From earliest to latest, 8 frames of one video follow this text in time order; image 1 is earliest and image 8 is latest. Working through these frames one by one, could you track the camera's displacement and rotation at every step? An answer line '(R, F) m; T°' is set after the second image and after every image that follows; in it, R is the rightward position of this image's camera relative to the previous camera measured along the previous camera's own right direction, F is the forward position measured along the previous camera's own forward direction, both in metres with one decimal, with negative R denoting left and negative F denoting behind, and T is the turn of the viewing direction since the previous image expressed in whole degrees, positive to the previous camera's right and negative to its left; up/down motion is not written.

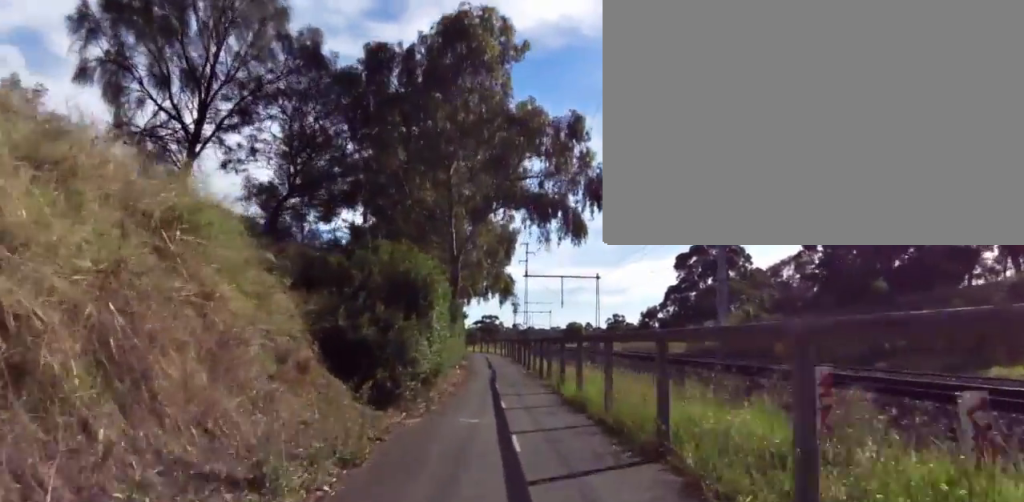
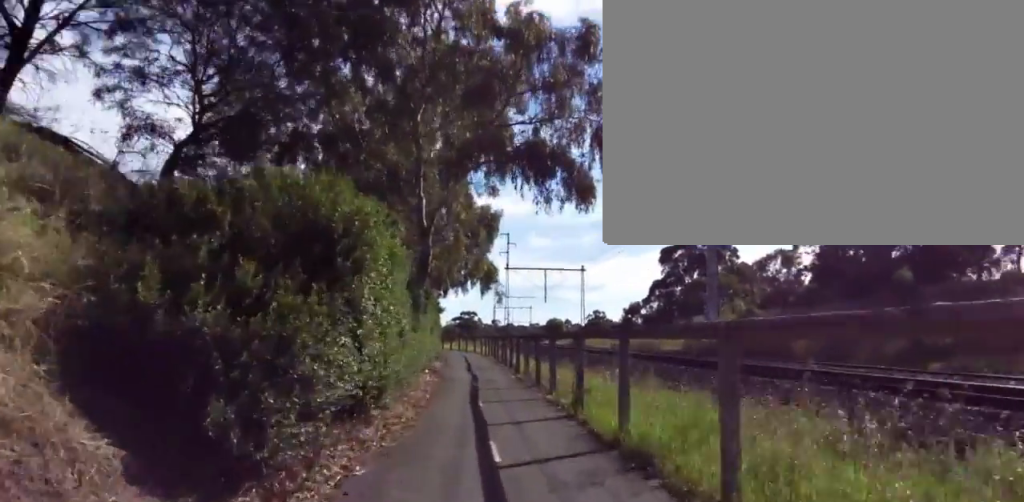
(-1.1, +3.9) m; -8°
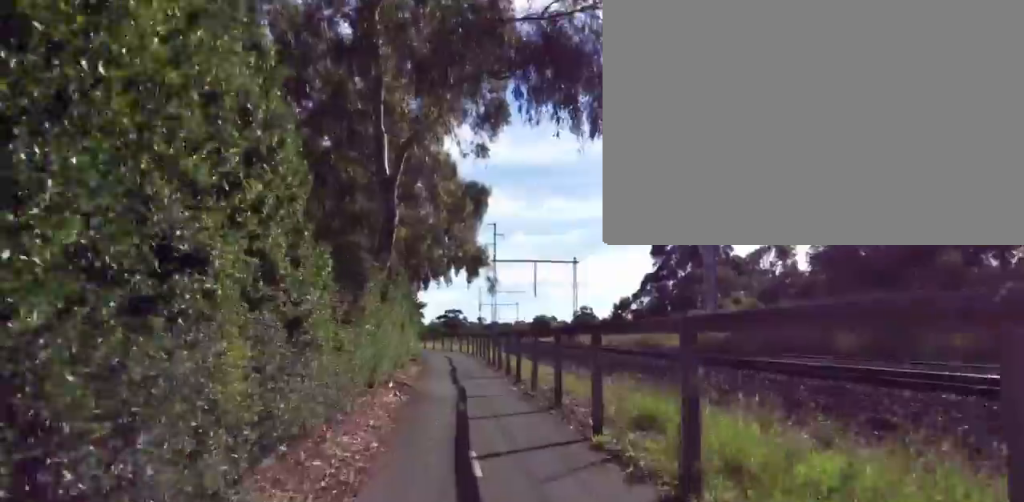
(-0.2, +4.1) m; +4°
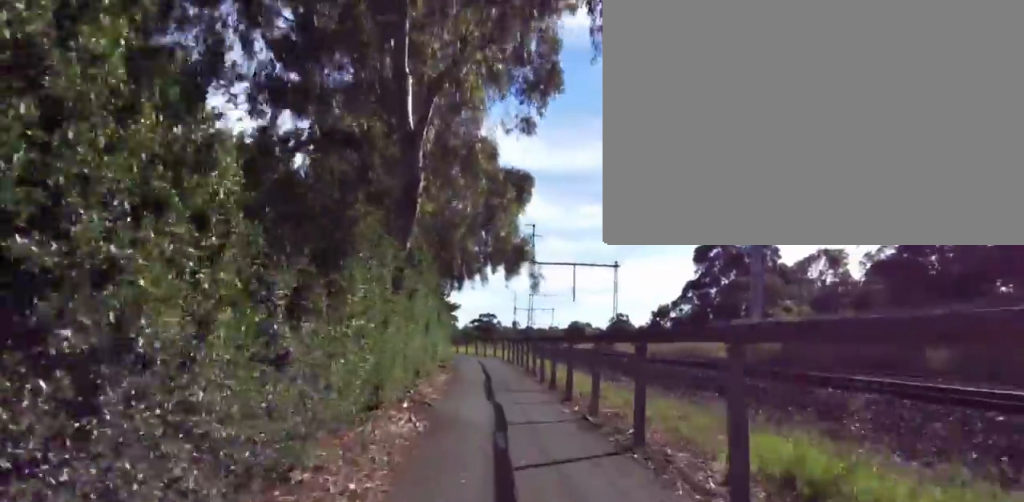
(-0.1, +2.3) m; +7°
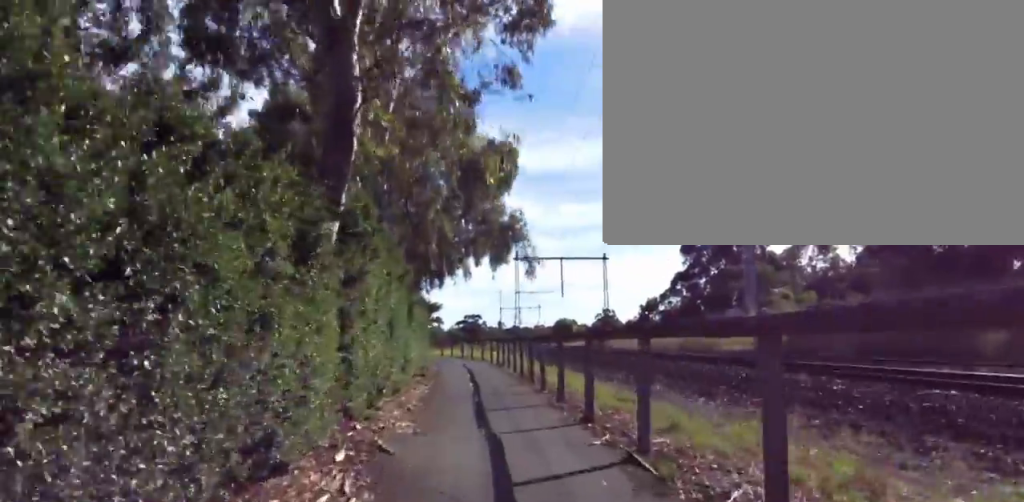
(+0.4, +2.8) m; -1°
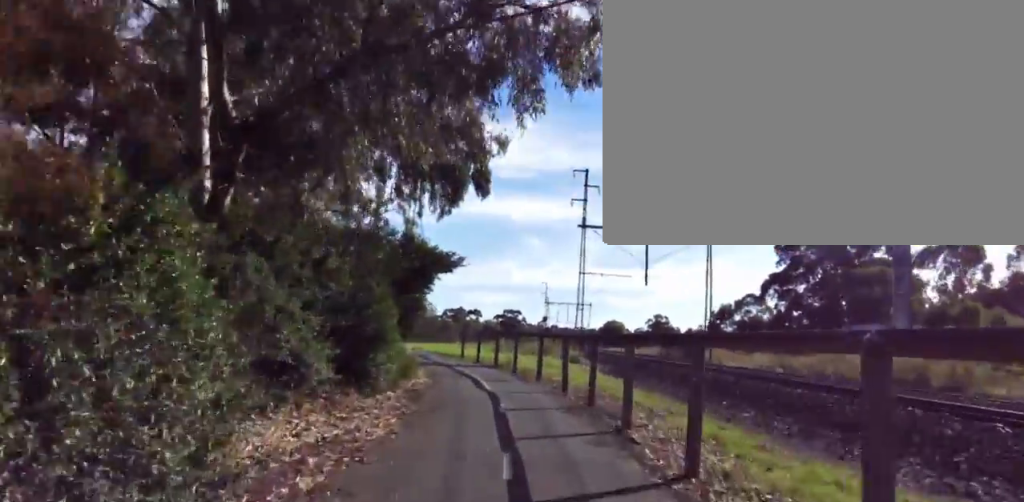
(-2.2, +17.7) m; -8°
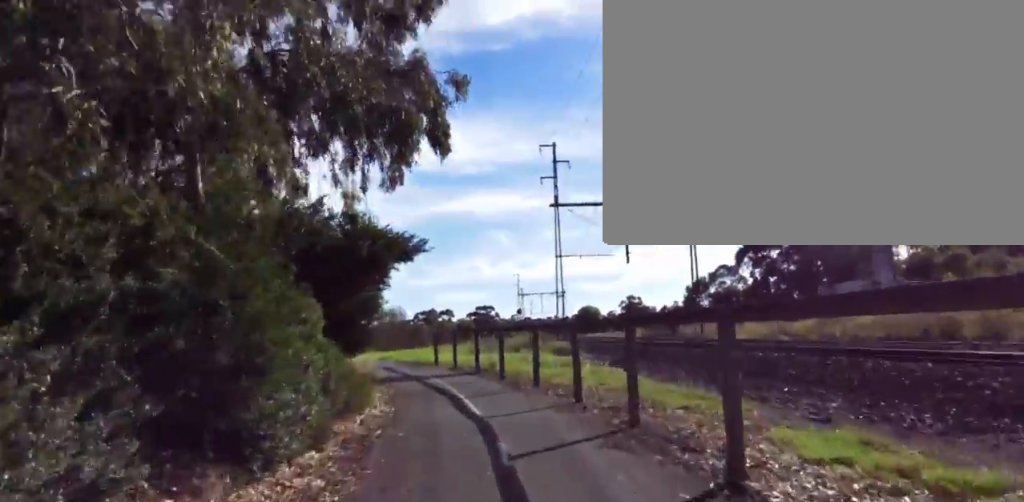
(+0.1, +3.5) m; -5°
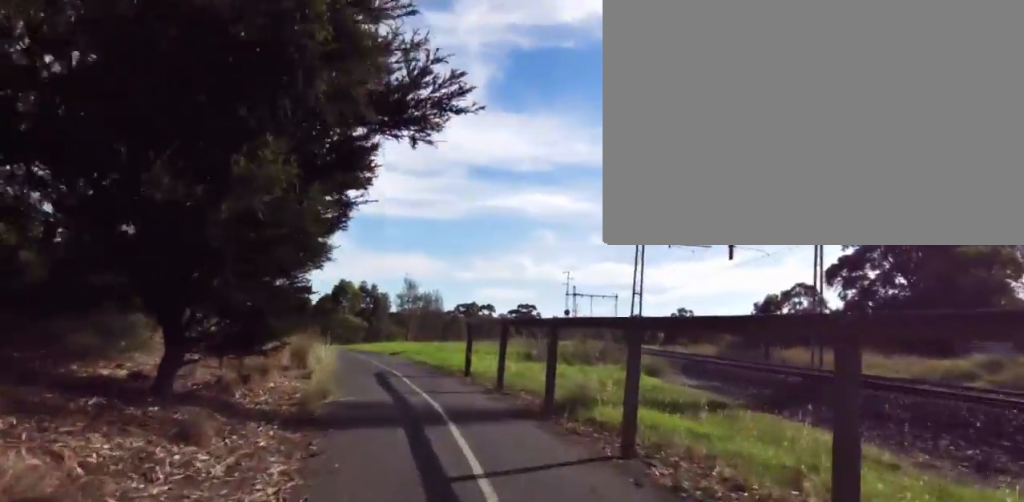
(-1.0, +8.3) m; -11°
